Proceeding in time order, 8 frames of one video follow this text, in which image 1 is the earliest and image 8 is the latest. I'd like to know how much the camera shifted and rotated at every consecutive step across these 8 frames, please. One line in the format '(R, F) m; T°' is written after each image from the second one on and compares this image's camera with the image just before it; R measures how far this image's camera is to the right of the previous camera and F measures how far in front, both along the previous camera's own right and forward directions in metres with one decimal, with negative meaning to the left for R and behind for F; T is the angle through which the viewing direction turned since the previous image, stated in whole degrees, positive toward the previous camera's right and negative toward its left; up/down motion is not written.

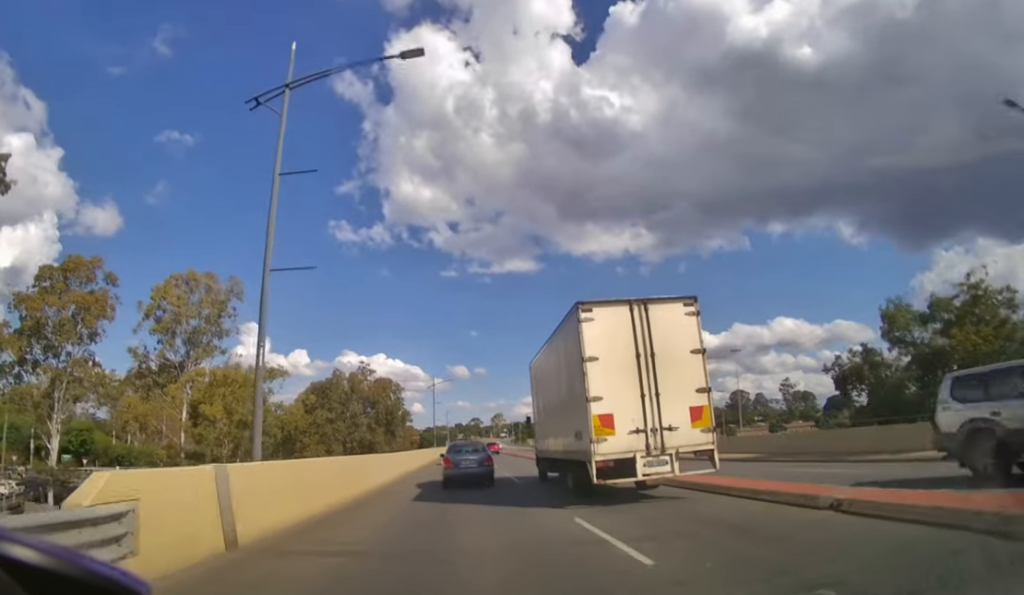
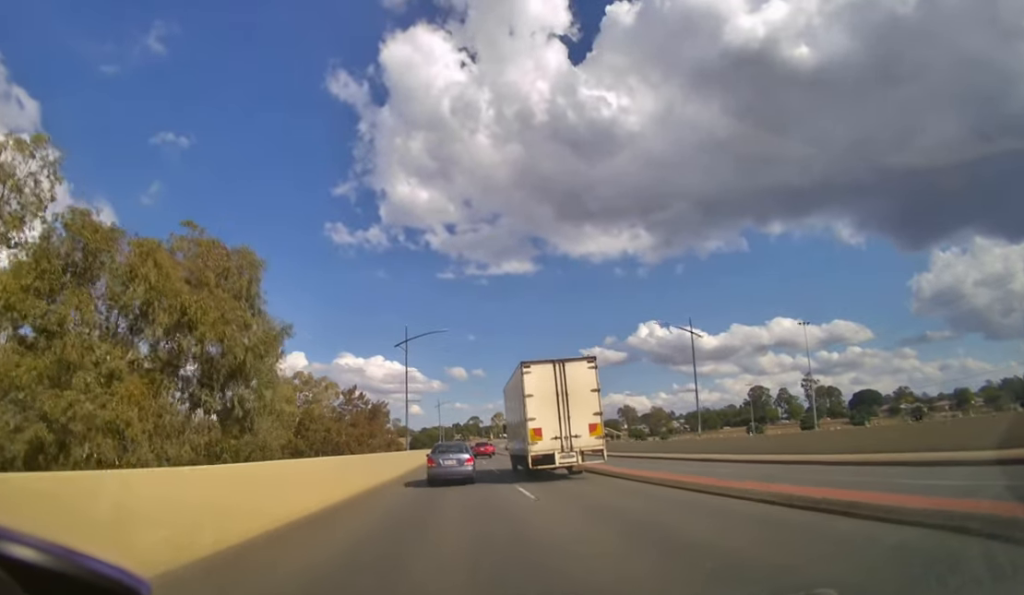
(+0.7, +29.2) m; +2°
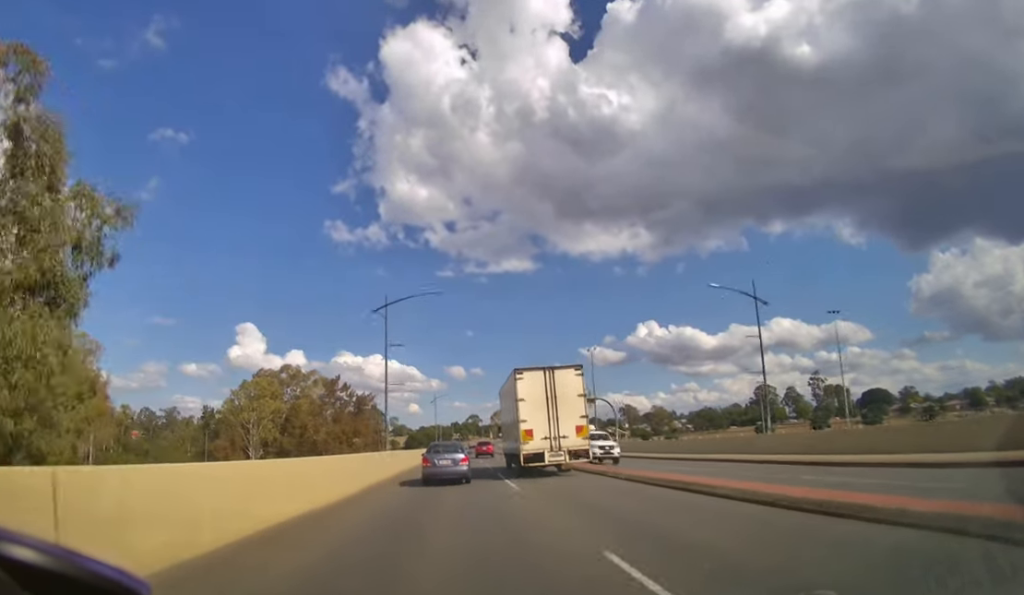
(0.0, +8.5) m; 0°
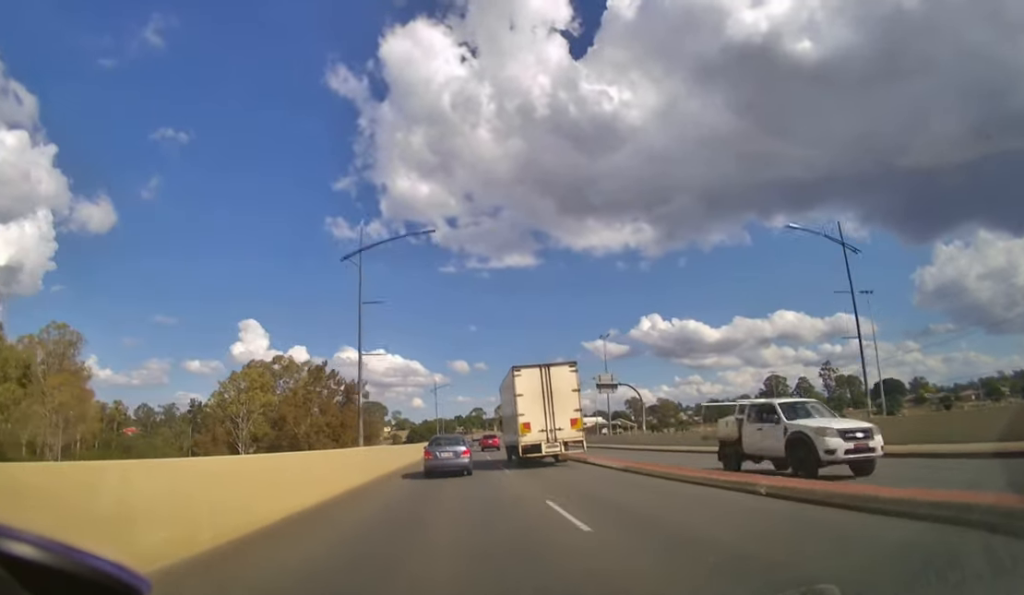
(0.0, +6.8) m; 0°
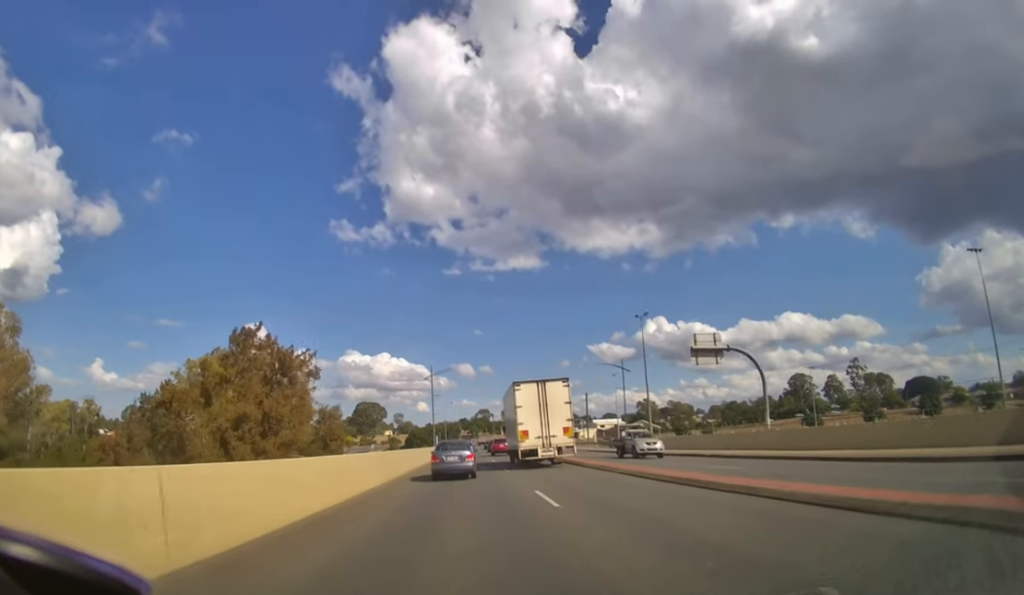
(0.0, +18.1) m; 0°
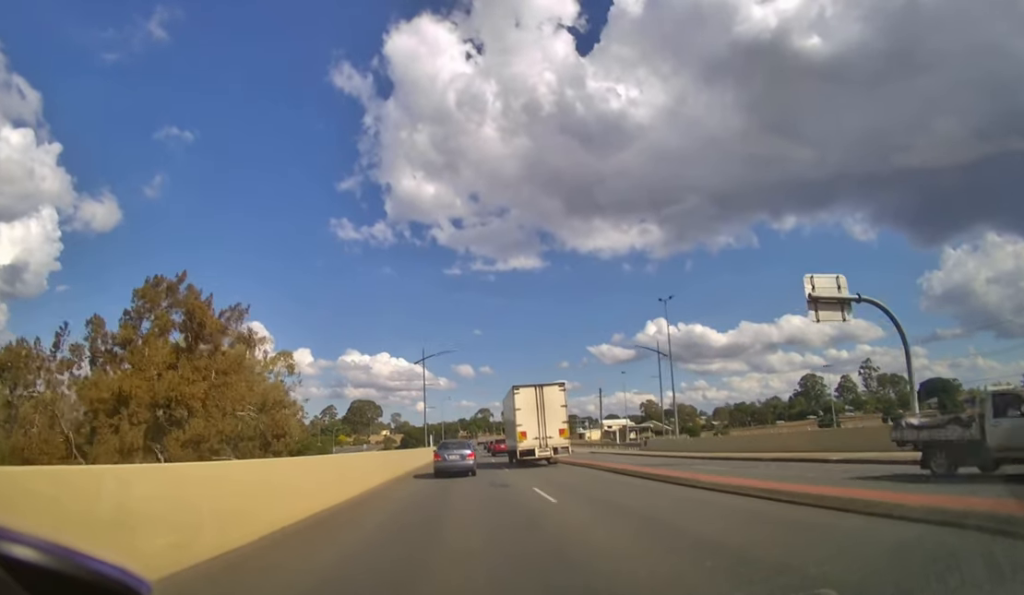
(0.0, +11.0) m; 0°
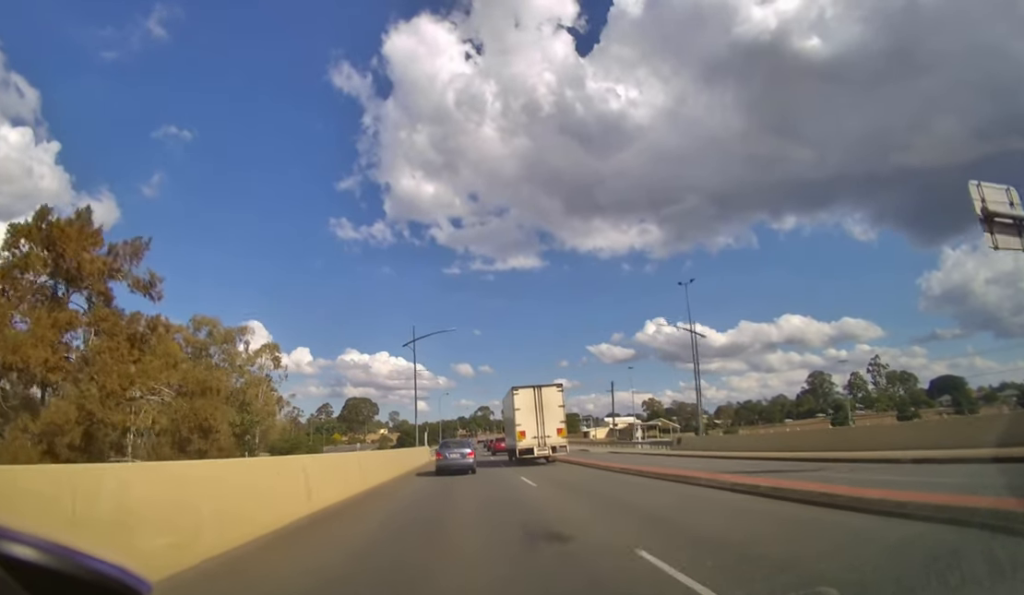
(0.0, +8.6) m; 0°
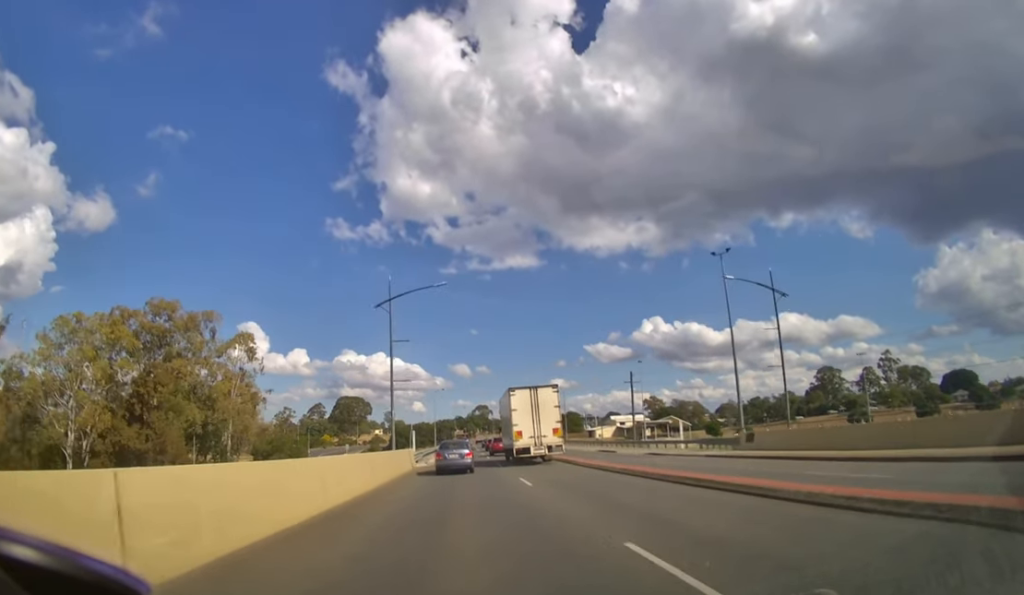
(0.0, +13.2) m; 0°
